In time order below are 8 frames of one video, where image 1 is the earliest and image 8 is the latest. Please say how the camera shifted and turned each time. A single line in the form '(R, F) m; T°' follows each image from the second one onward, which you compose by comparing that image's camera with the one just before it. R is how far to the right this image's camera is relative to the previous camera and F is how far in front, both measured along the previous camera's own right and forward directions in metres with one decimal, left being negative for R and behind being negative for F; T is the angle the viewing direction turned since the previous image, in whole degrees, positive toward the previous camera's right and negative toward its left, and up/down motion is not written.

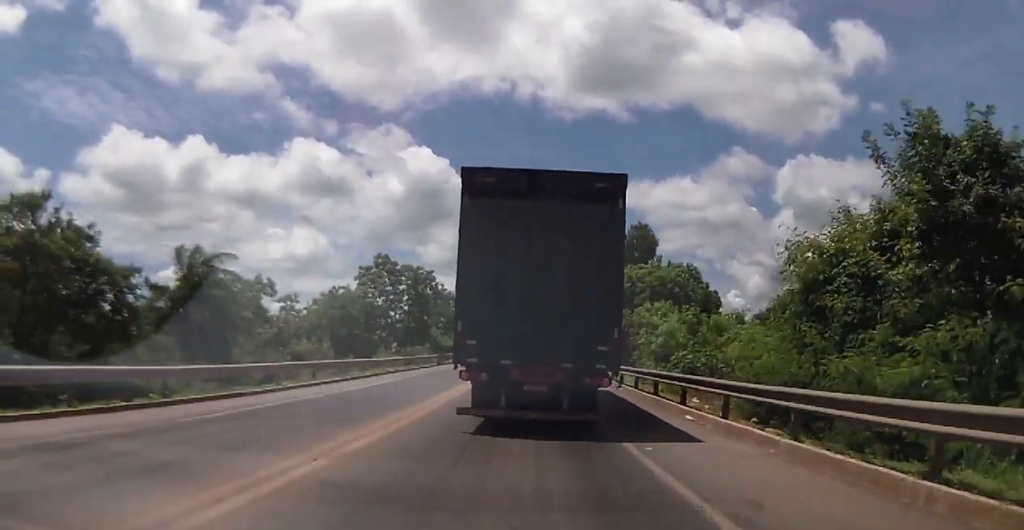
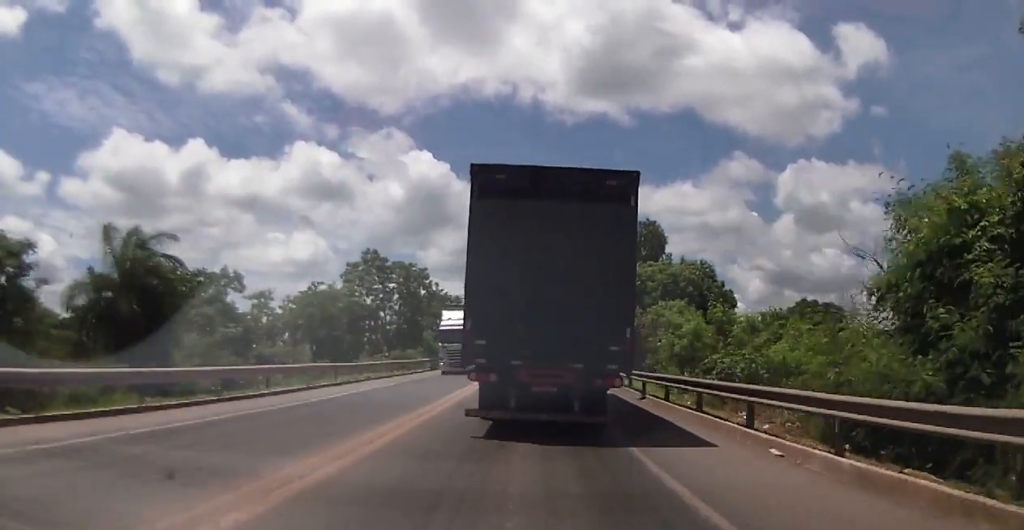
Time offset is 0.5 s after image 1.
(-0.1, +5.5) m; +1°
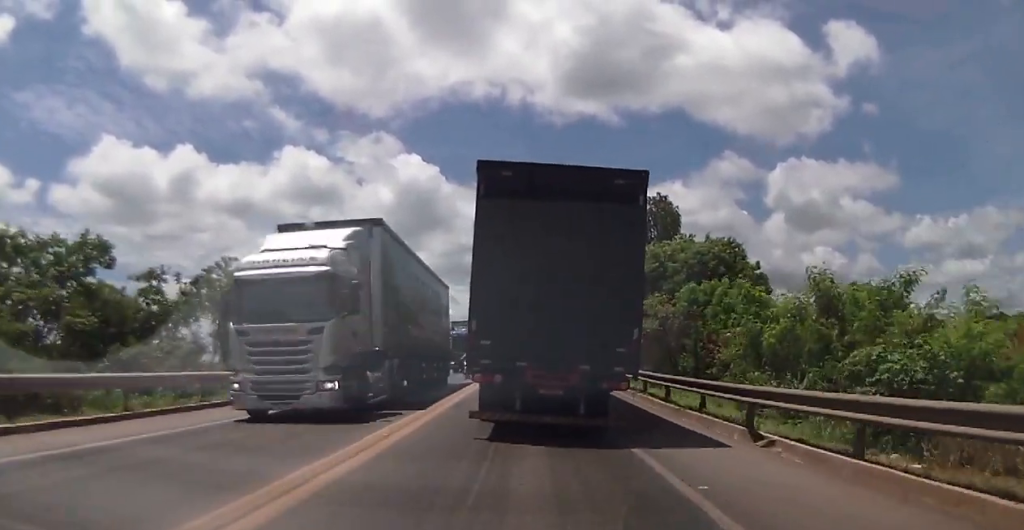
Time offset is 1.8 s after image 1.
(+0.3, +12.9) m; -1°
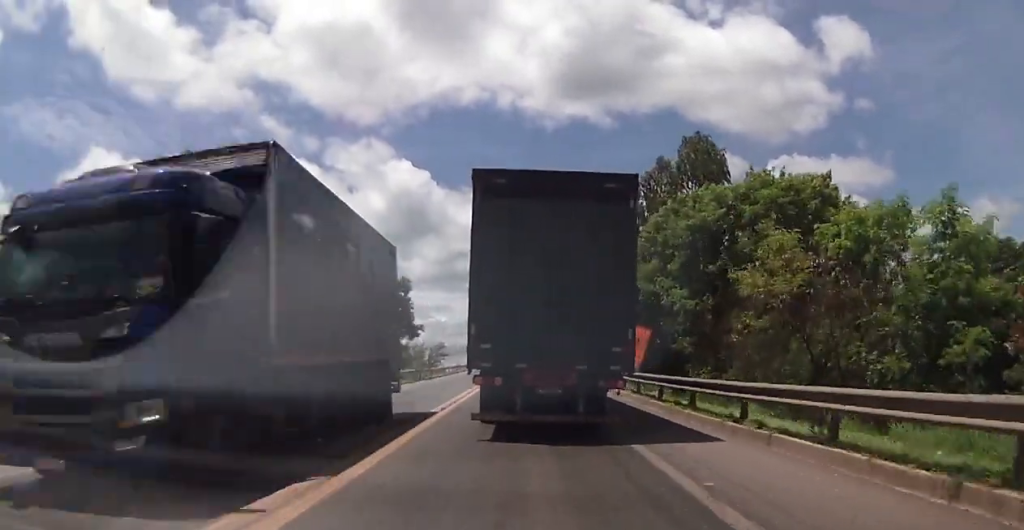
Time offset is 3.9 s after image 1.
(+0.1, +19.3) m; +3°
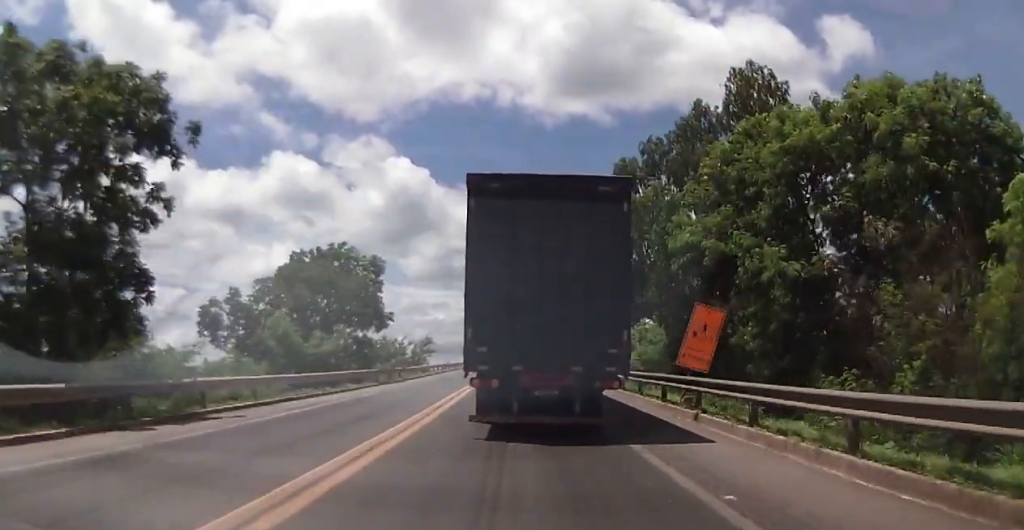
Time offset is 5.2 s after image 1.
(+0.1, +12.7) m; +1°
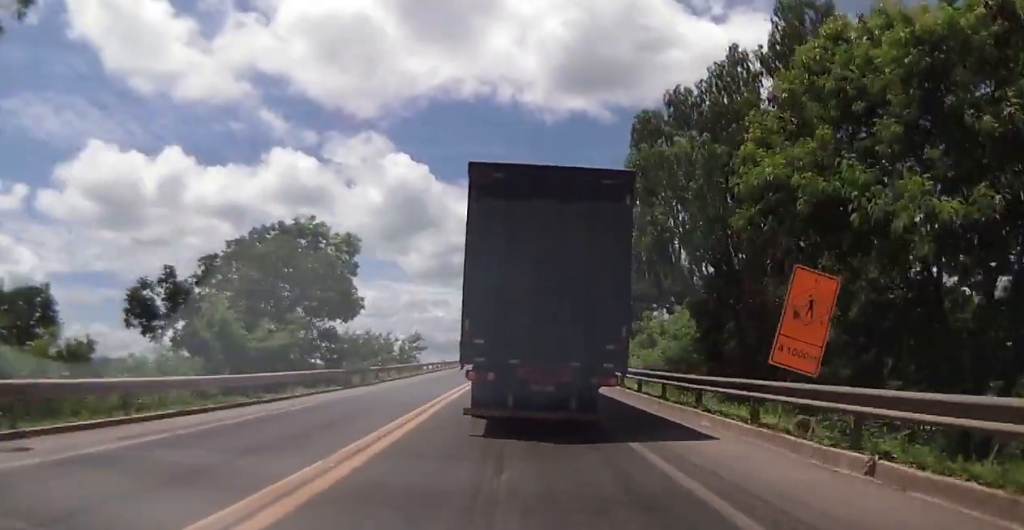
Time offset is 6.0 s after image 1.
(0.0, +8.1) m; -1°
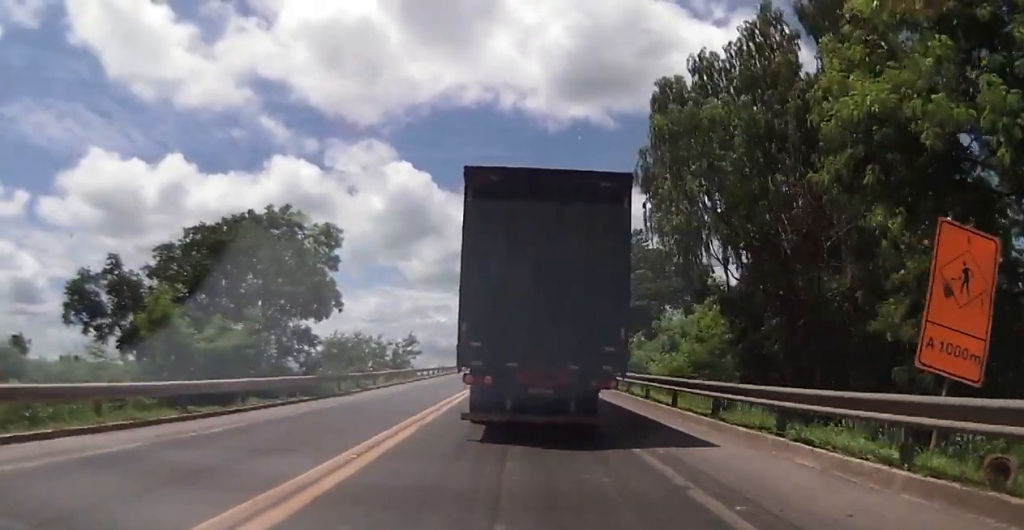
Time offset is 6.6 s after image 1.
(0.0, +5.2) m; -2°
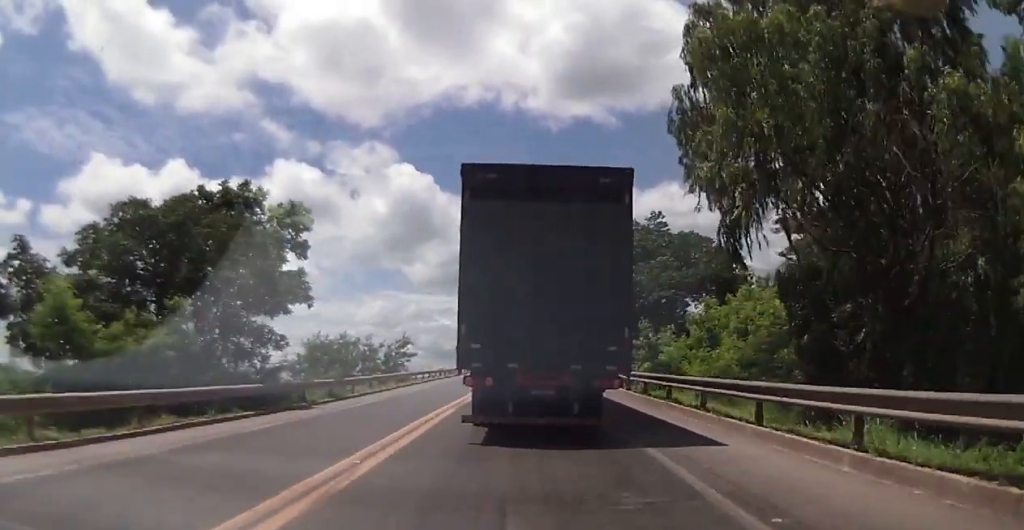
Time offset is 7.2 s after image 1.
(-0.2, +6.6) m; 0°
